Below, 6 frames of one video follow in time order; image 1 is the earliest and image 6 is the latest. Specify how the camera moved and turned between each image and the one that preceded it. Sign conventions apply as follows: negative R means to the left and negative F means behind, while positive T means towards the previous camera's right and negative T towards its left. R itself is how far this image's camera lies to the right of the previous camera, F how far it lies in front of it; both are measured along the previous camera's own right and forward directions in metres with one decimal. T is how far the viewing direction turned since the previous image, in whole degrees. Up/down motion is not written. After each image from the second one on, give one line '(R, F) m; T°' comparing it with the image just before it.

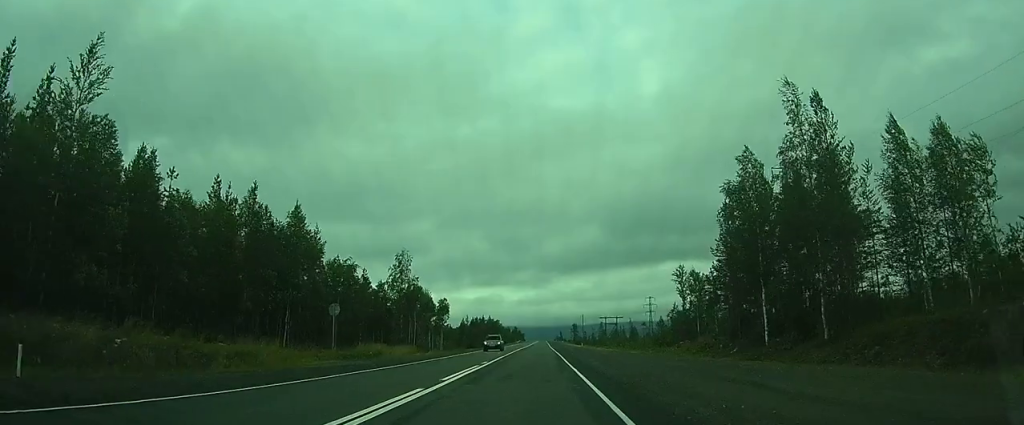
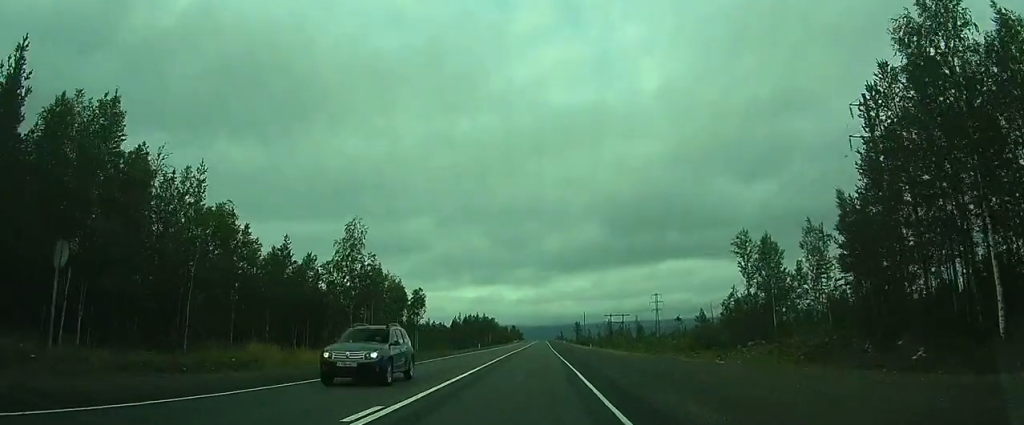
(+0.1, +18.8) m; 0°
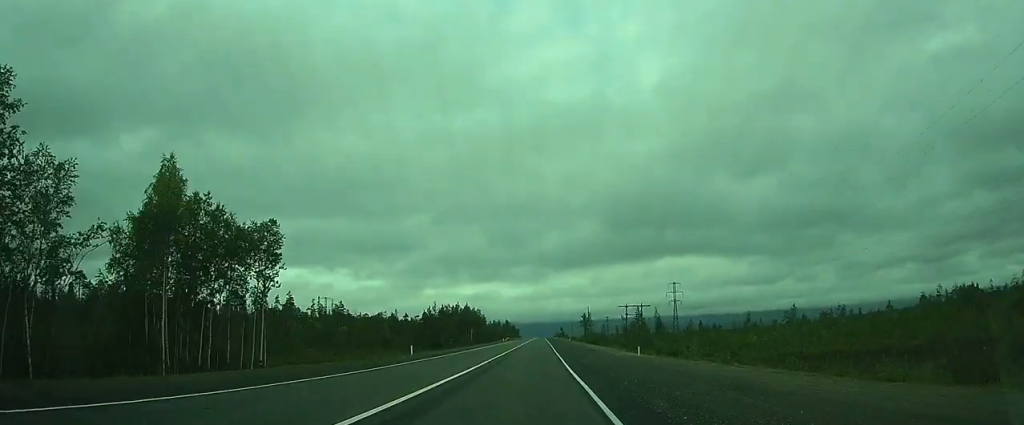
(+0.2, +43.4) m; +1°
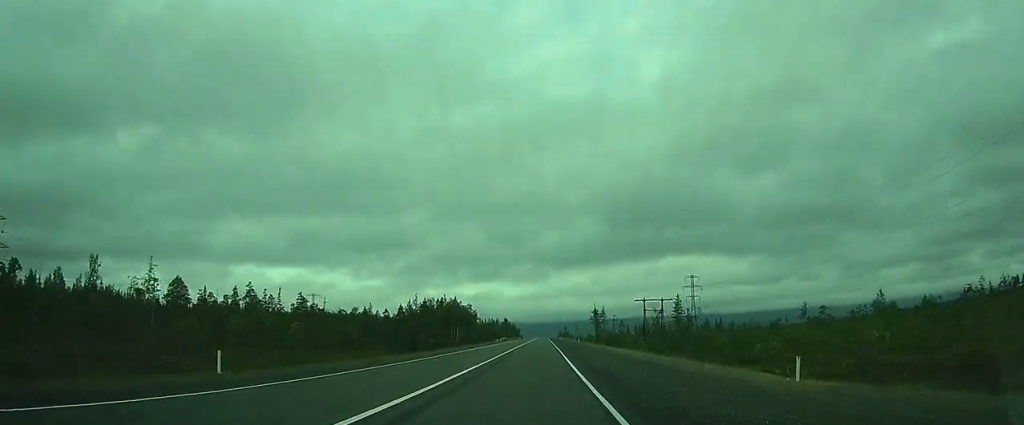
(0.0, +26.2) m; 0°
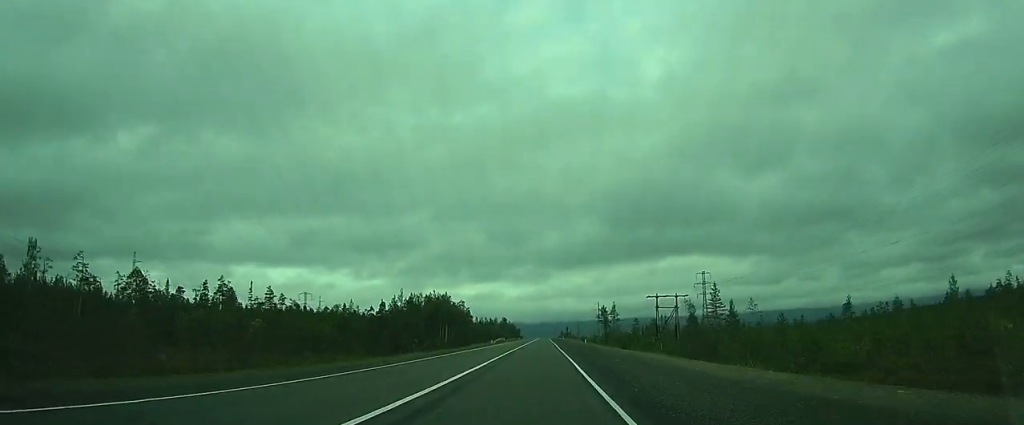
(0.0, +14.6) m; 0°
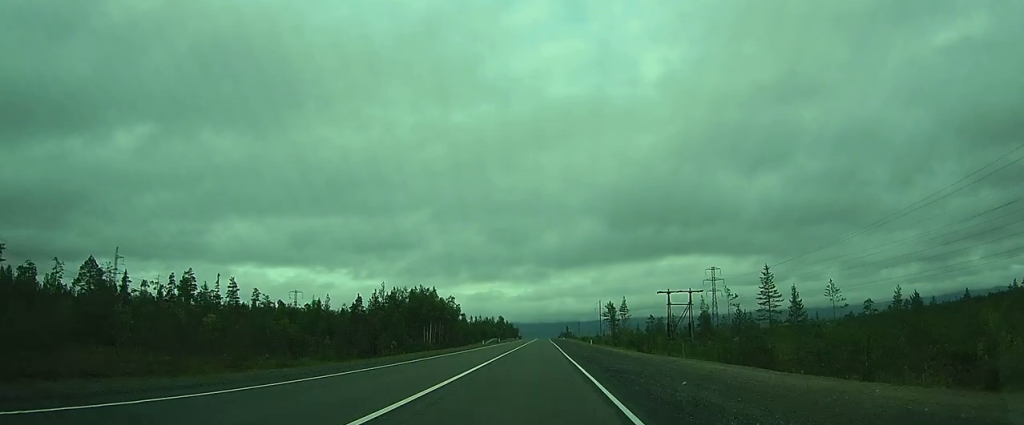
(0.0, +13.2) m; +1°
